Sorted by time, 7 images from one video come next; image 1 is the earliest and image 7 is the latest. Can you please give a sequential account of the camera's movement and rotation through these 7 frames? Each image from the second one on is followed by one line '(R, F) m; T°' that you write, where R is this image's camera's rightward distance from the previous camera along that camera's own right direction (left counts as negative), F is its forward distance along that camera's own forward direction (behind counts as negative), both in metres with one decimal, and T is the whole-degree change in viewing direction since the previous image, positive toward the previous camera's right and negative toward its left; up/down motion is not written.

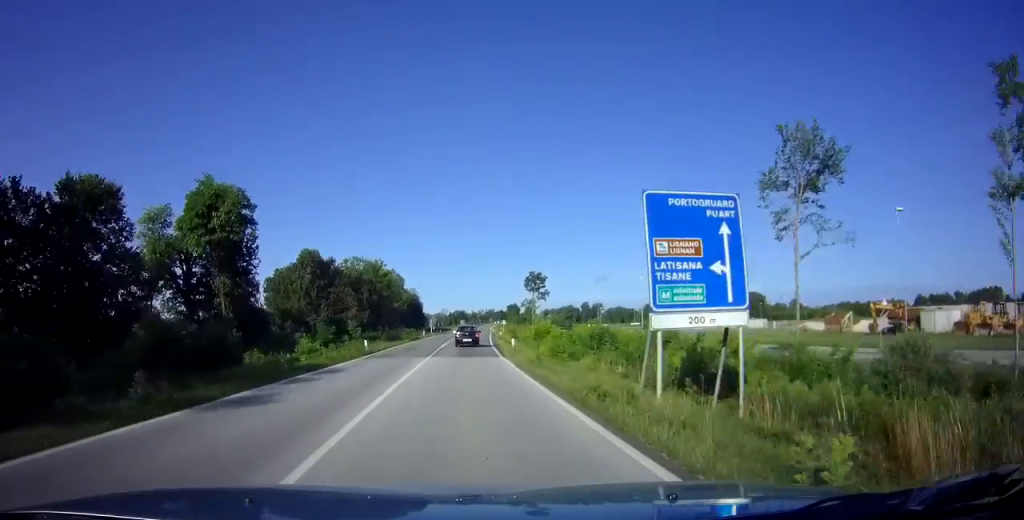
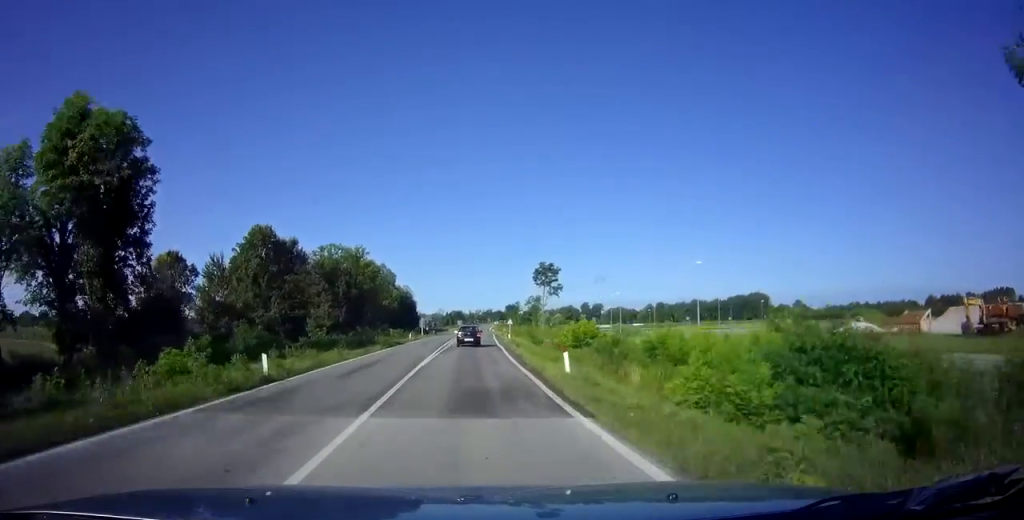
(+0.1, +15.8) m; +1°
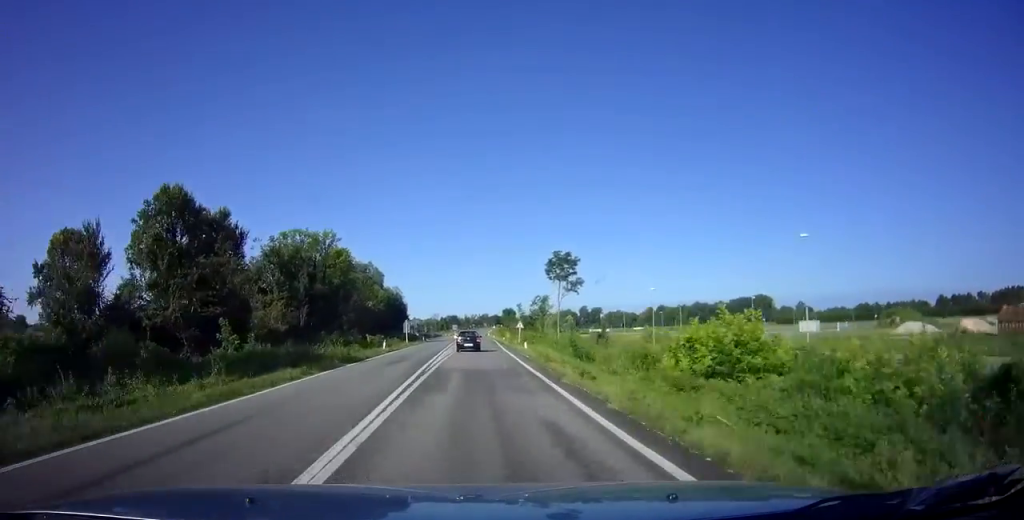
(+0.2, +16.5) m; 0°
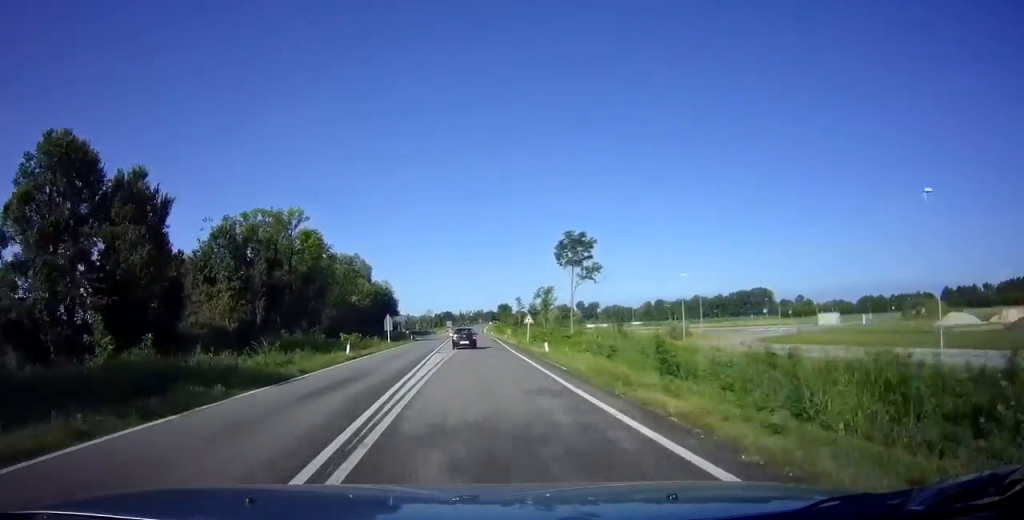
(+0.1, +11.8) m; 0°
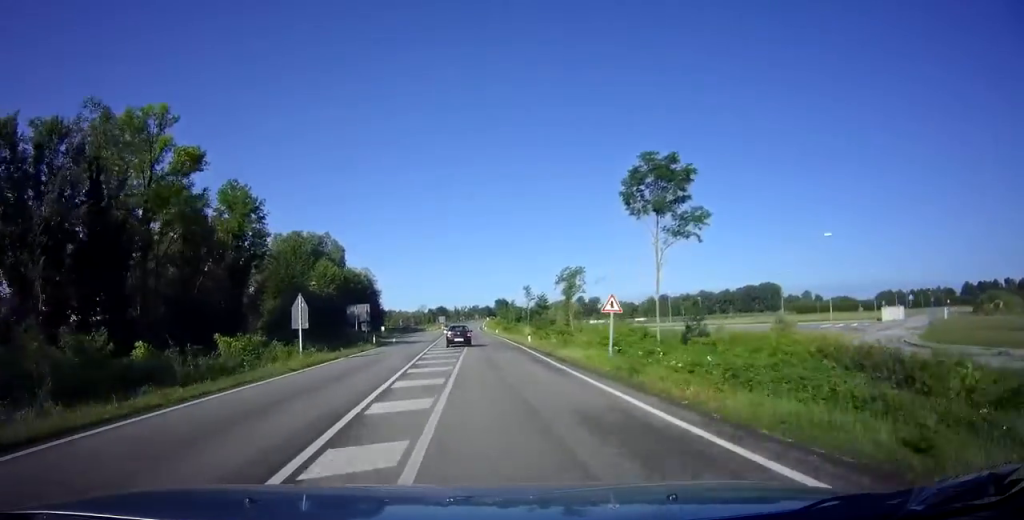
(-0.1, +26.1) m; 0°
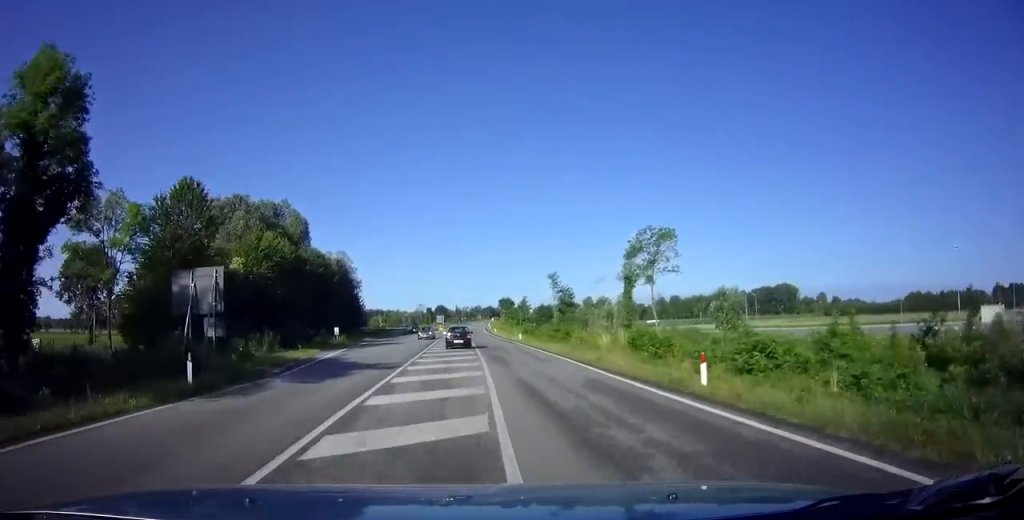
(-0.3, +28.7) m; -1°
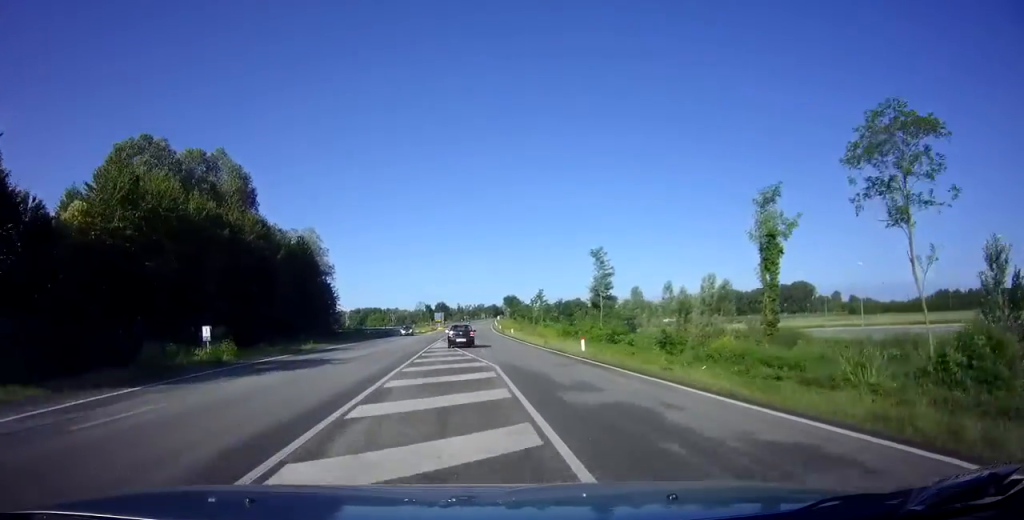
(+0.4, +25.2) m; +1°
